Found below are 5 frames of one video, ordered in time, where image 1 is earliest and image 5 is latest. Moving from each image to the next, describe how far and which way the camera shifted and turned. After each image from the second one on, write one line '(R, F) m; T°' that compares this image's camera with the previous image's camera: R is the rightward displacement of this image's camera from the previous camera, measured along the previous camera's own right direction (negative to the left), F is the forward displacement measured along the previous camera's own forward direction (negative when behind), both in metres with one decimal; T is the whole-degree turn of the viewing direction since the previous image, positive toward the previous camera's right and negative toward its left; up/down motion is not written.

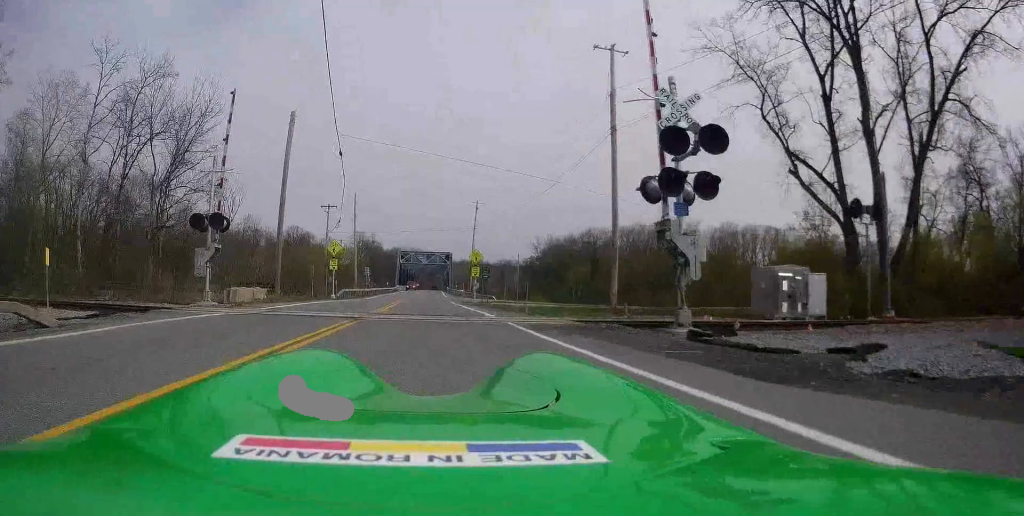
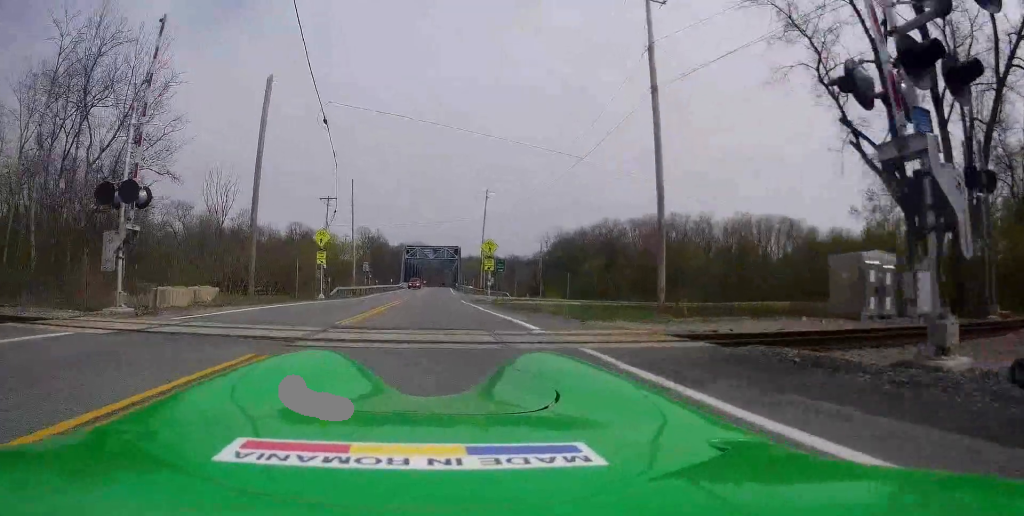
(-0.2, +6.8) m; -1°
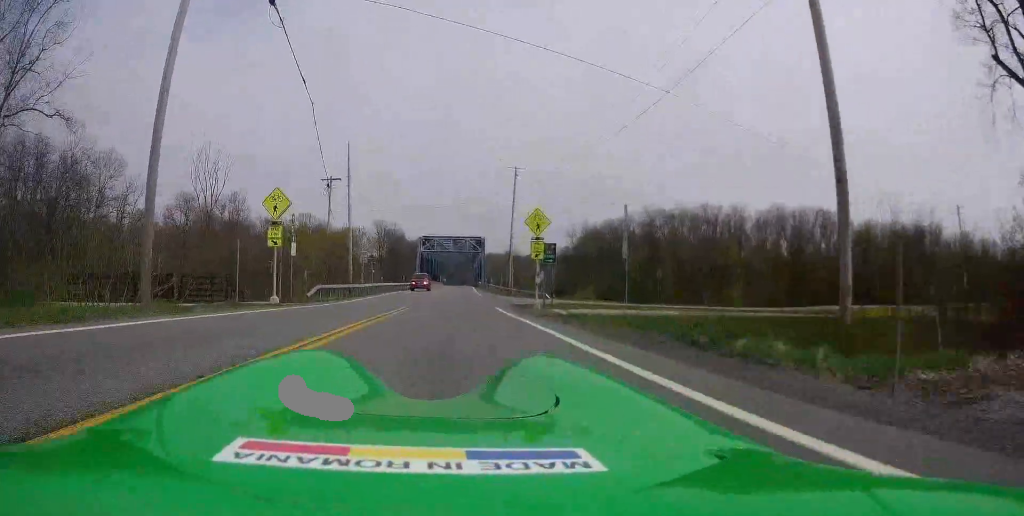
(-0.4, +13.6) m; -2°
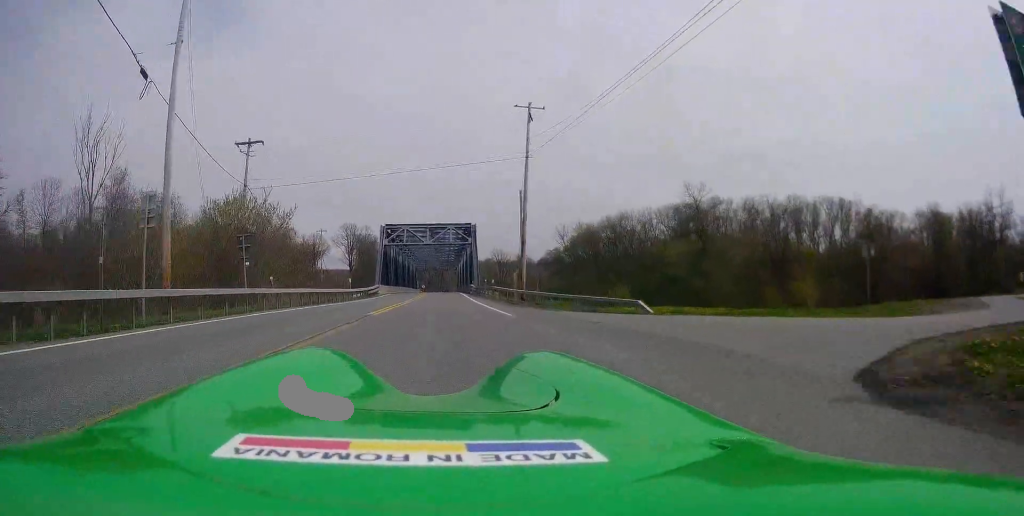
(+0.1, +29.2) m; +1°
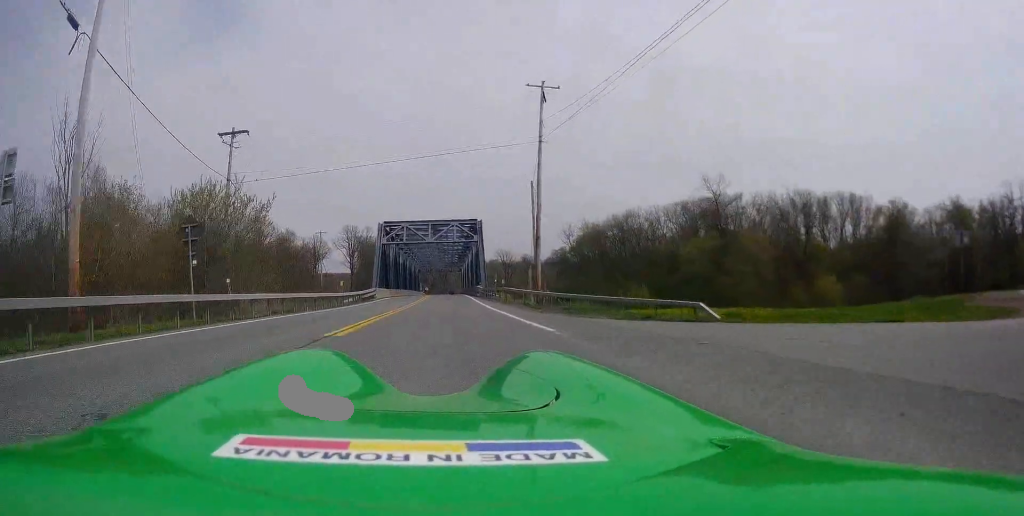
(0.0, +5.0) m; 0°
